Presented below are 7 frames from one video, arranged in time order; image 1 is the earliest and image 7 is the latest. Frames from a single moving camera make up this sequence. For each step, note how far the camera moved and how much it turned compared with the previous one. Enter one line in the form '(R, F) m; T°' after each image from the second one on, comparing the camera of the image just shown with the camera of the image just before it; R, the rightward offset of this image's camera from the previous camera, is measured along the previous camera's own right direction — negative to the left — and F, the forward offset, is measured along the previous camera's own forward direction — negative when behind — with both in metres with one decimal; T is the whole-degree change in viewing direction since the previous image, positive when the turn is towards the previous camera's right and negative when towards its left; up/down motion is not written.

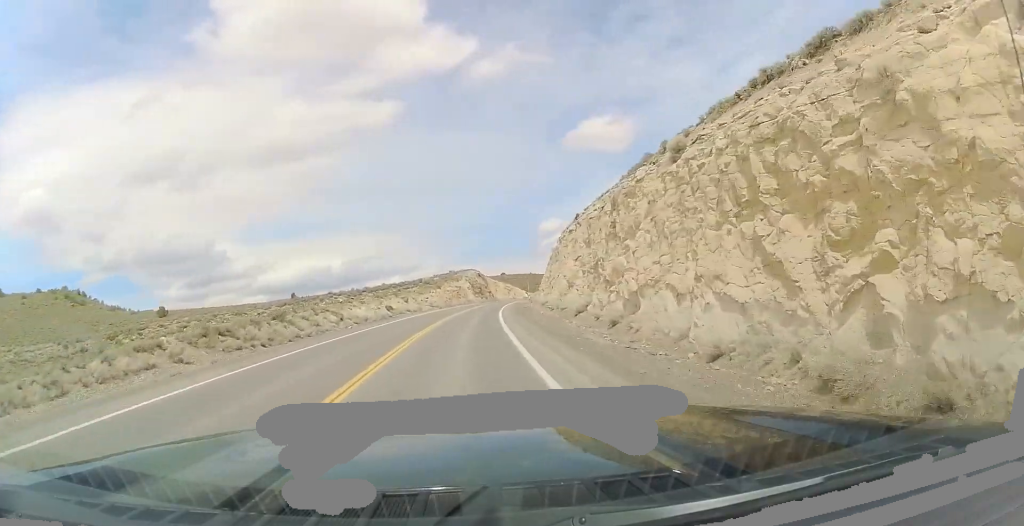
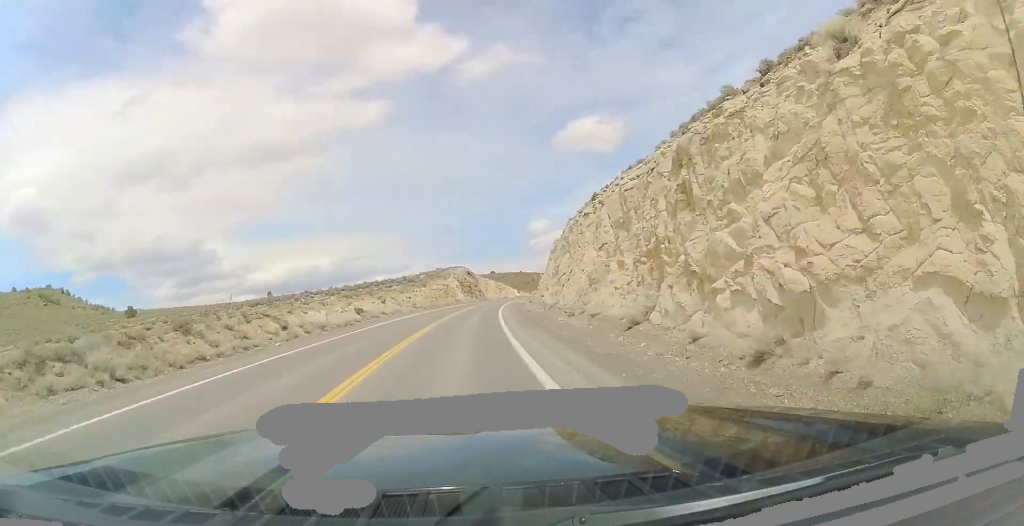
(+0.2, +11.6) m; +1°
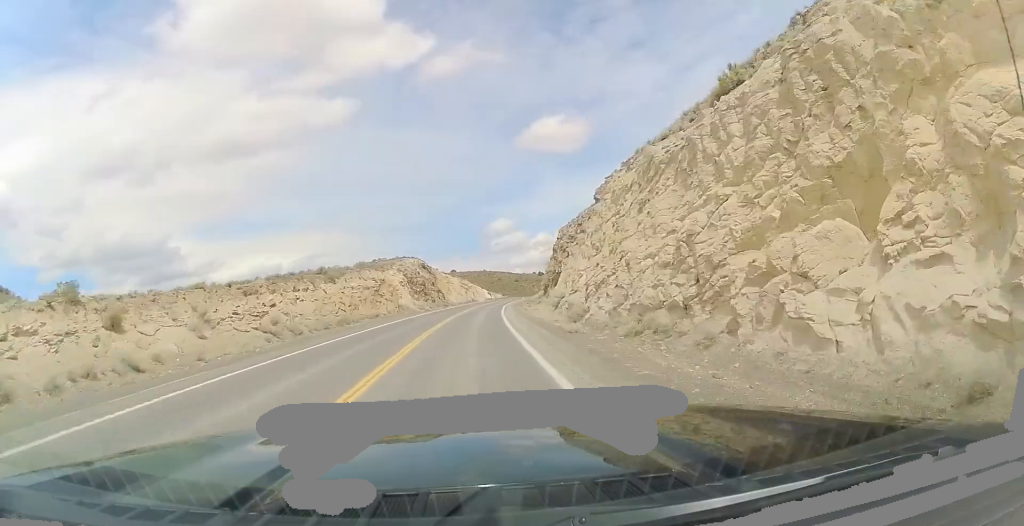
(+1.5, +45.8) m; +4°
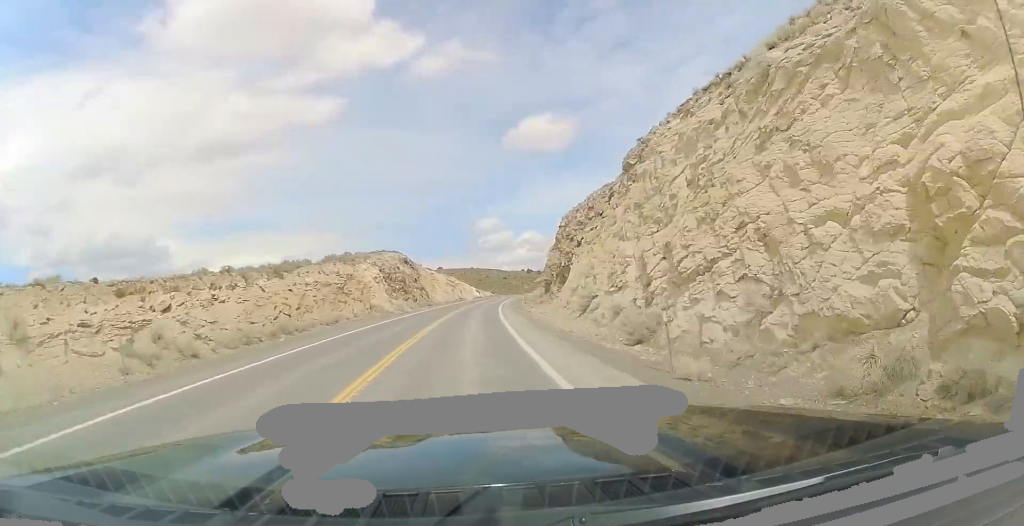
(+0.1, +11.8) m; +1°
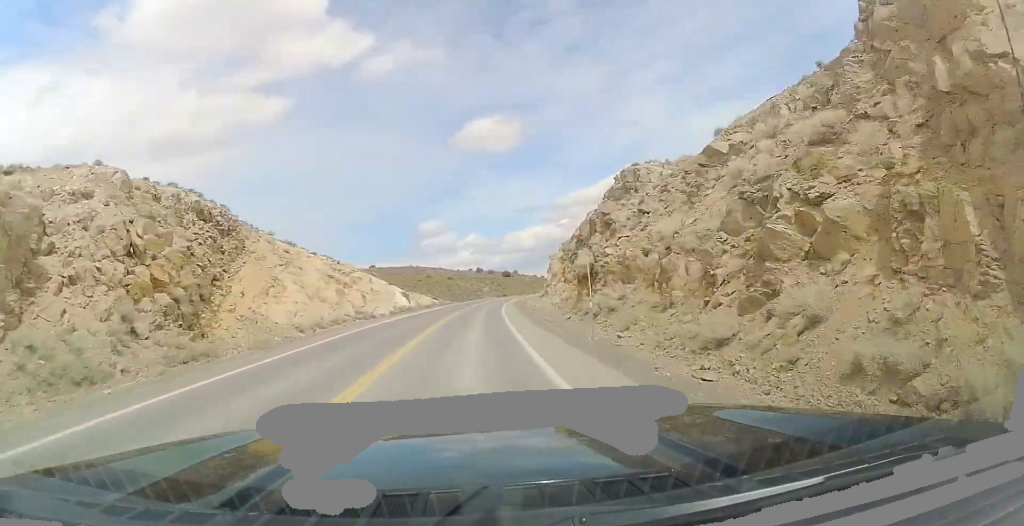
(+5.0, +71.6) m; +7°
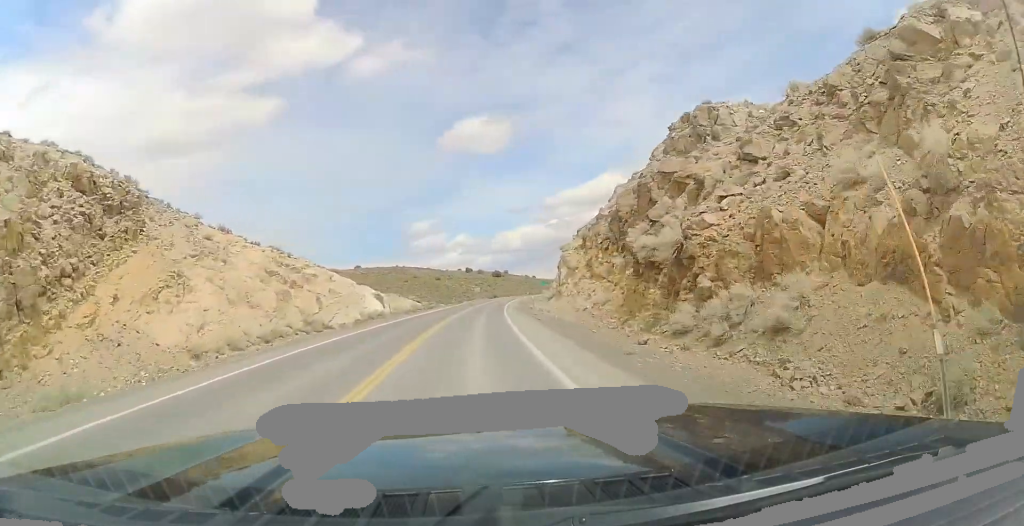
(+0.1, +14.1) m; +1°
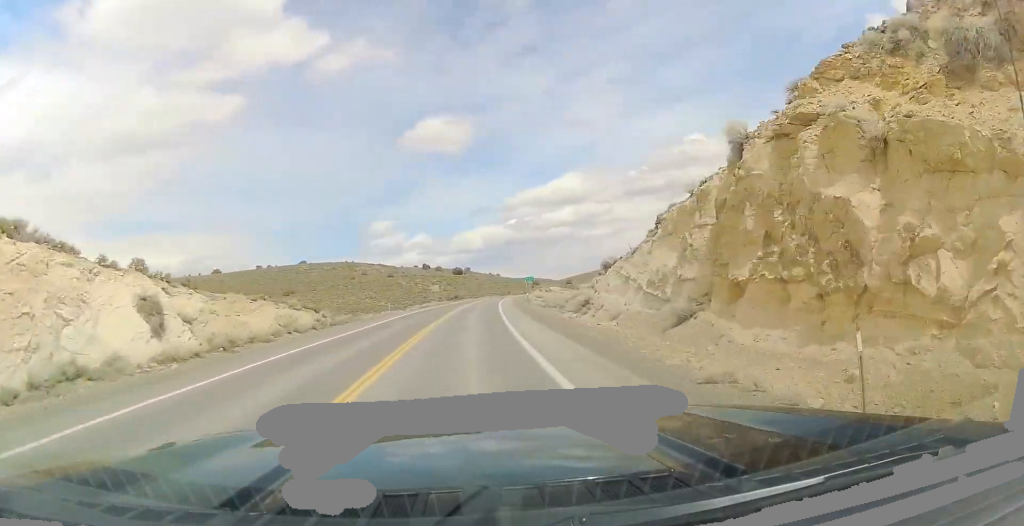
(+0.9, +38.8) m; +3°
